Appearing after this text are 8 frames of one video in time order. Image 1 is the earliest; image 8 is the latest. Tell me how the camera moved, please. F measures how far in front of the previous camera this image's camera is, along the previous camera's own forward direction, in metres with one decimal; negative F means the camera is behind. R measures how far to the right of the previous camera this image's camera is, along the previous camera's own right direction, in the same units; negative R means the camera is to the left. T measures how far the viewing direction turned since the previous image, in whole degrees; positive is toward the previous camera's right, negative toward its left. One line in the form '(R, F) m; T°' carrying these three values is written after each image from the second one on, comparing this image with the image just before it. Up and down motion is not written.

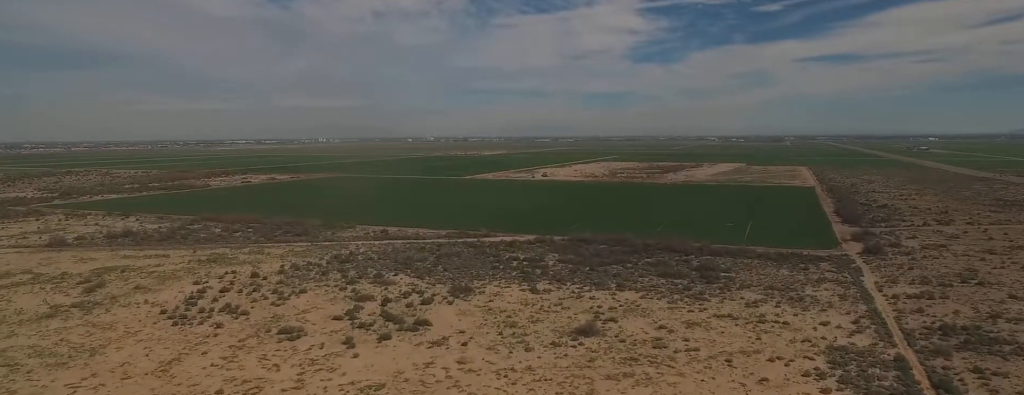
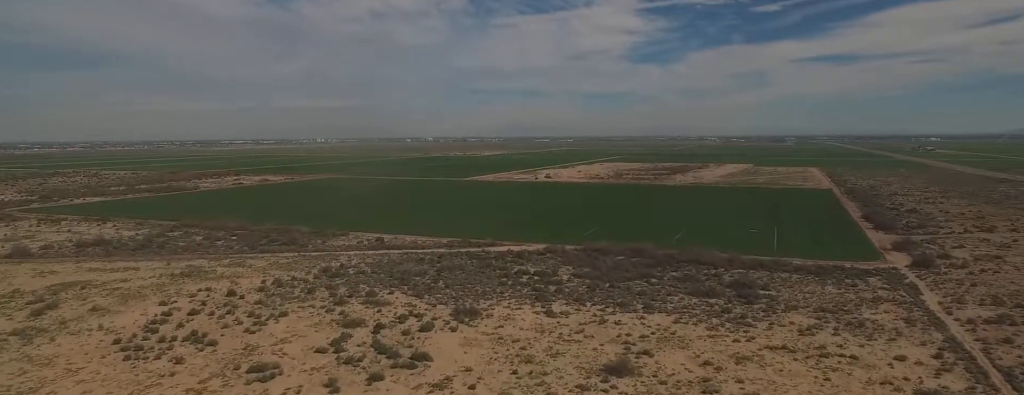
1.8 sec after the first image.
(-0.4, +28.7) m; -2°
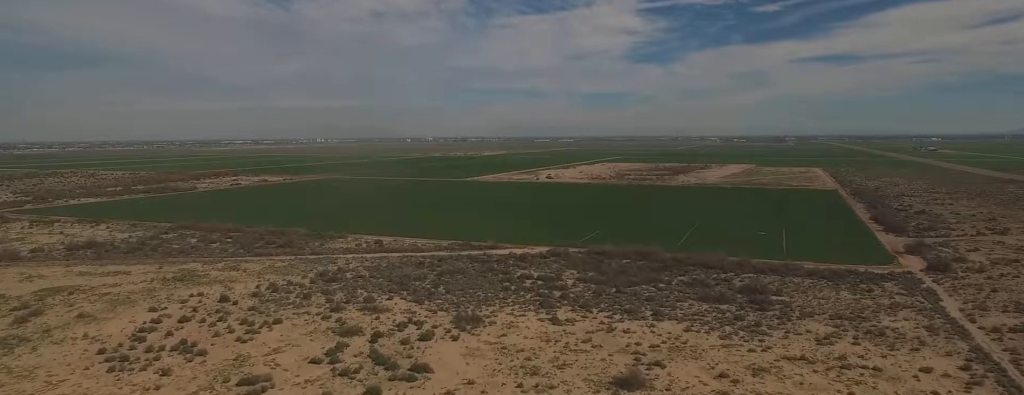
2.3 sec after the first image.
(-0.1, +7.7) m; 0°
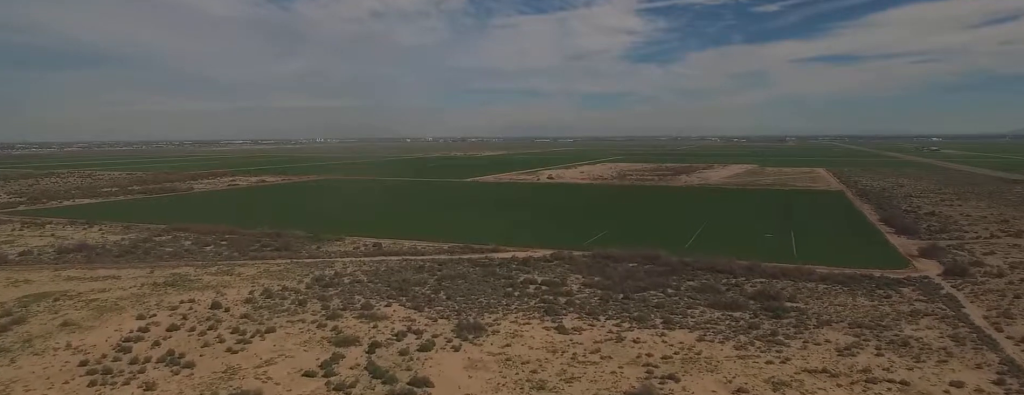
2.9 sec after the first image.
(0.0, +8.2) m; 0°
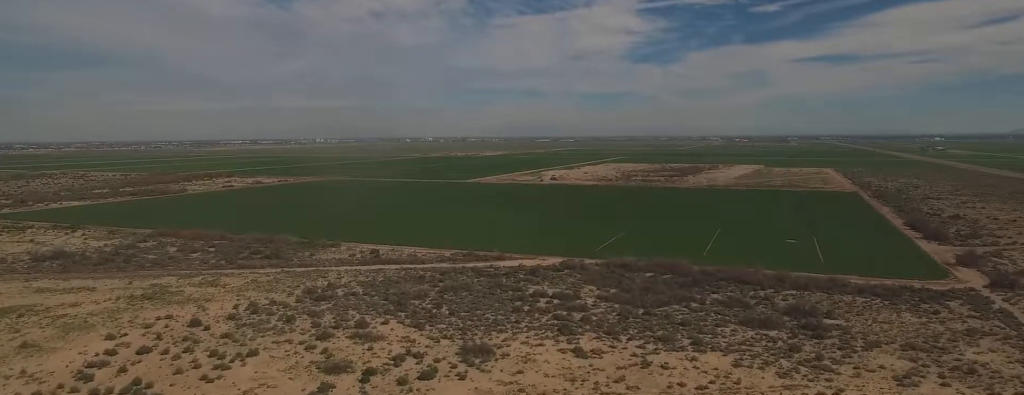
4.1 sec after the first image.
(-0.2, +18.9) m; -1°
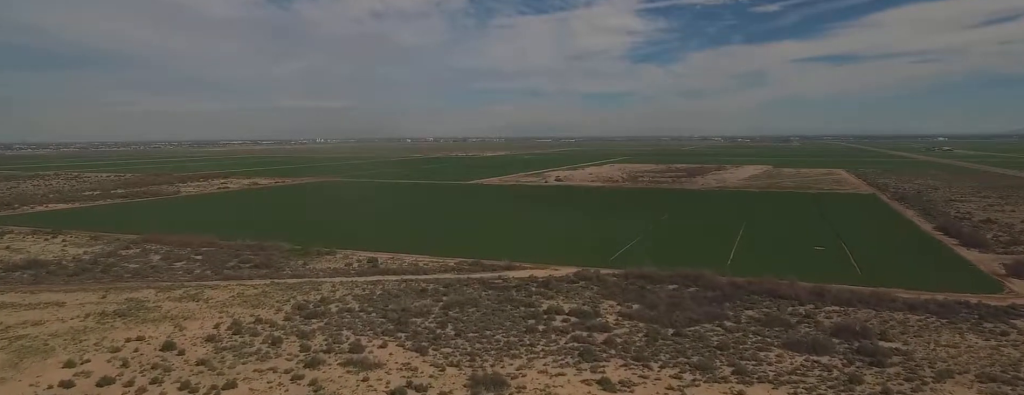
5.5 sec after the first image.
(-0.2, +21.0) m; -1°
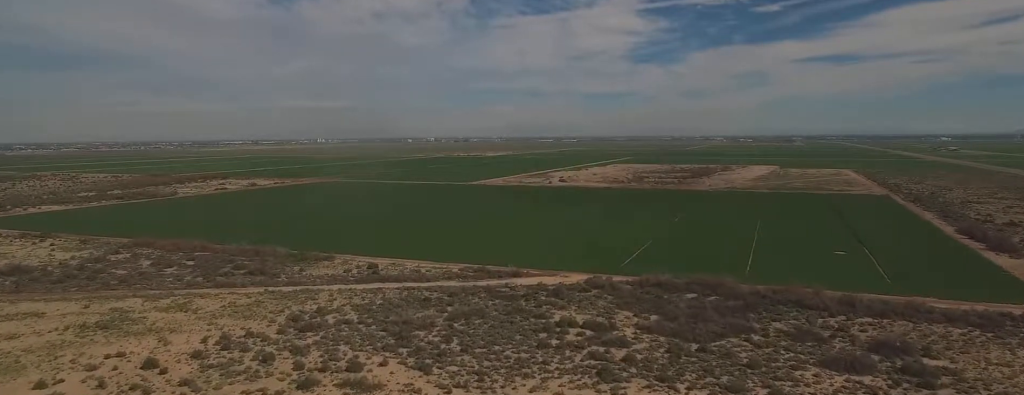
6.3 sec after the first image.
(0.0, +13.3) m; 0°
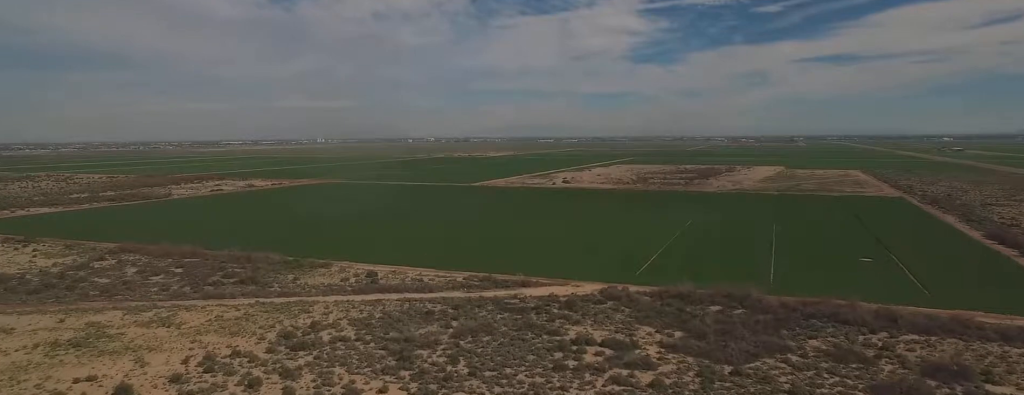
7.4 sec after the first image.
(0.0, +16.0) m; +1°
